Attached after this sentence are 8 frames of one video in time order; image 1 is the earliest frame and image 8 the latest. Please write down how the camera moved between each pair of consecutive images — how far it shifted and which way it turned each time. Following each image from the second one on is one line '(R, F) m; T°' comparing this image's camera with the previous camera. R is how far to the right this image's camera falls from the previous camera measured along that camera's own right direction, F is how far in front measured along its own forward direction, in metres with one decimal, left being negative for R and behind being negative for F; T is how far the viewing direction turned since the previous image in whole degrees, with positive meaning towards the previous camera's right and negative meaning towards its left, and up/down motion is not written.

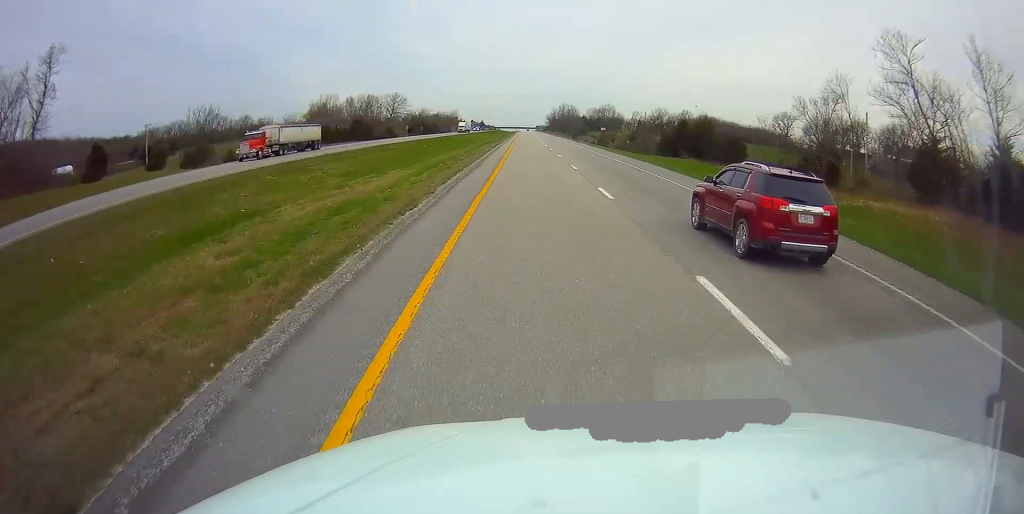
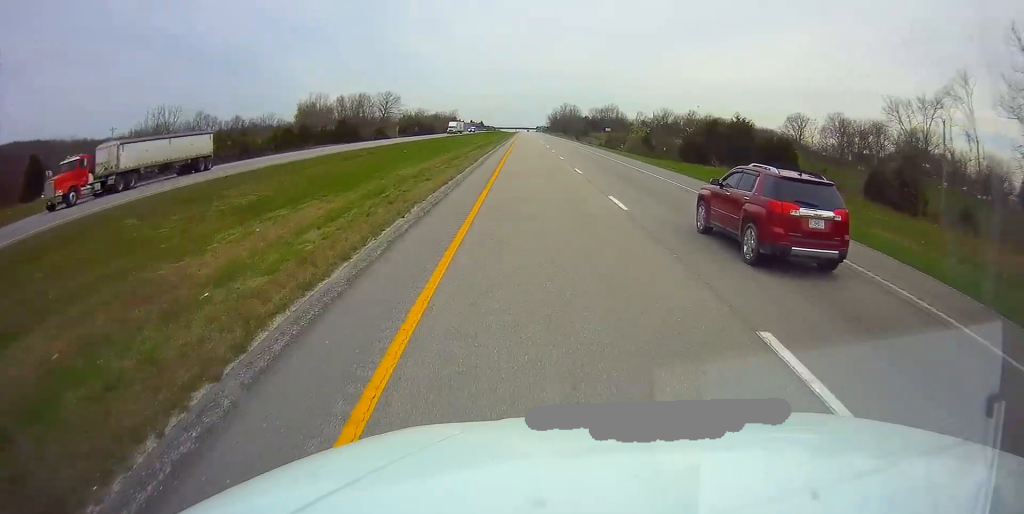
(0.0, +14.3) m; 0°
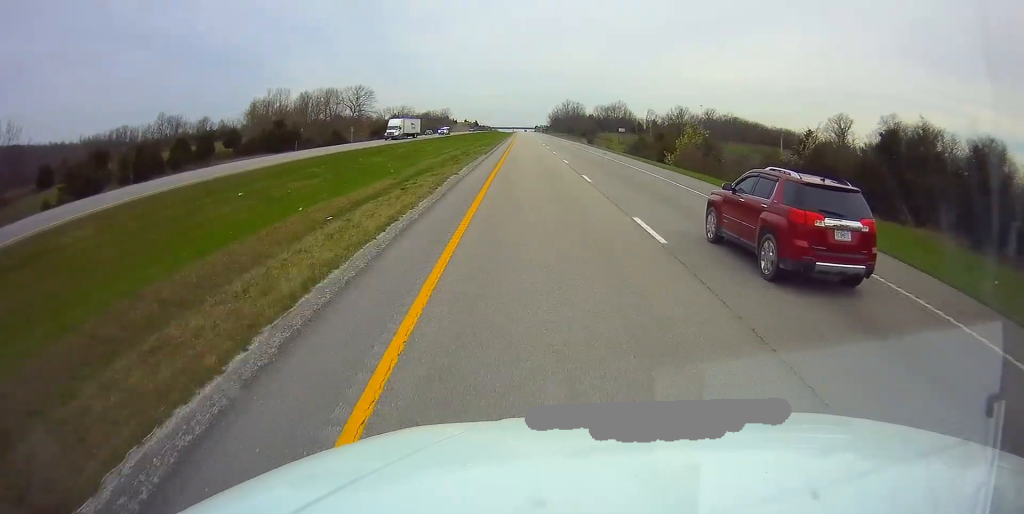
(-0.1, +41.1) m; 0°
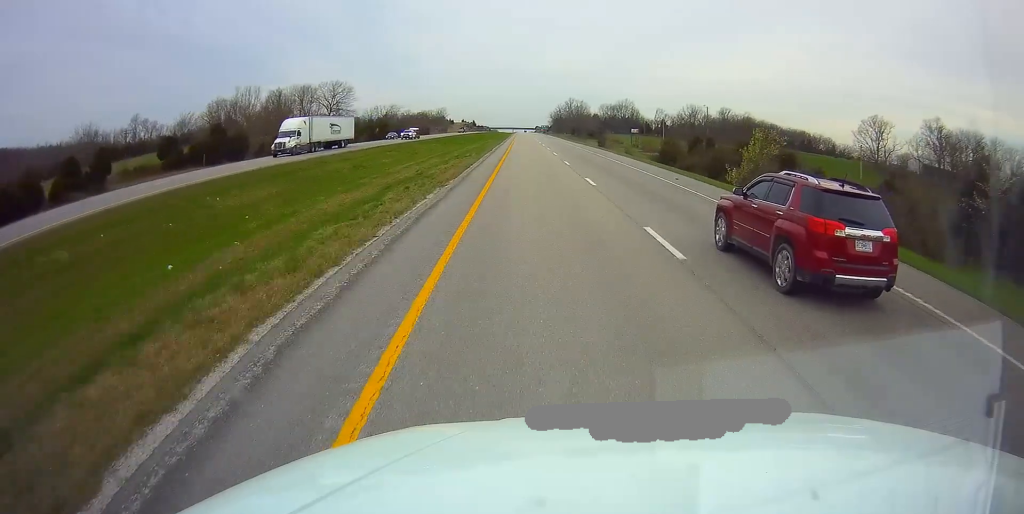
(-0.1, +25.8) m; 0°
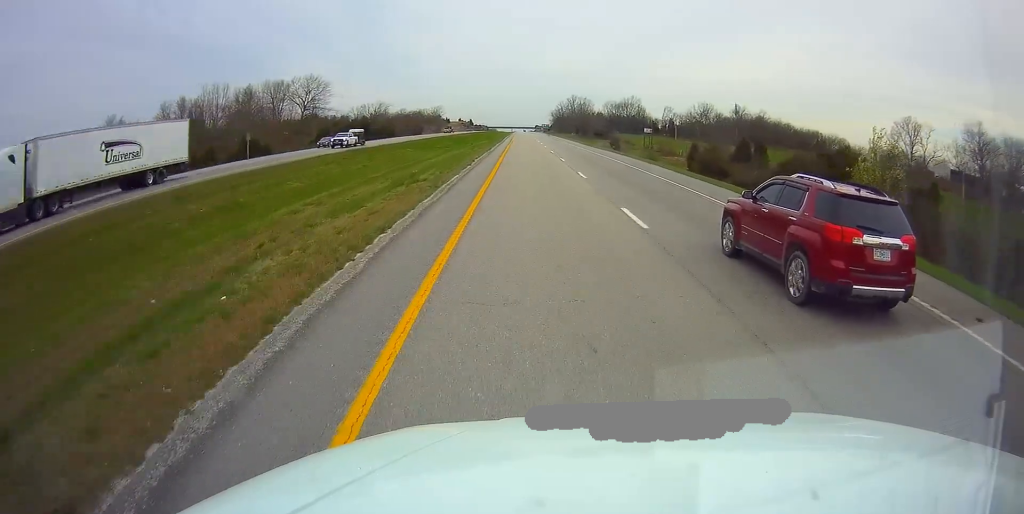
(+0.1, +21.7) m; 0°
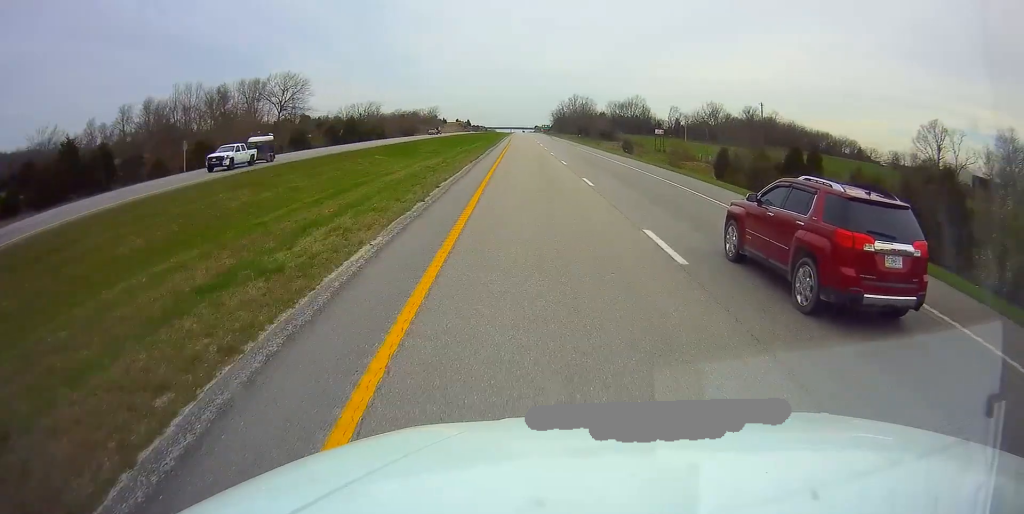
(0.0, +15.4) m; 0°
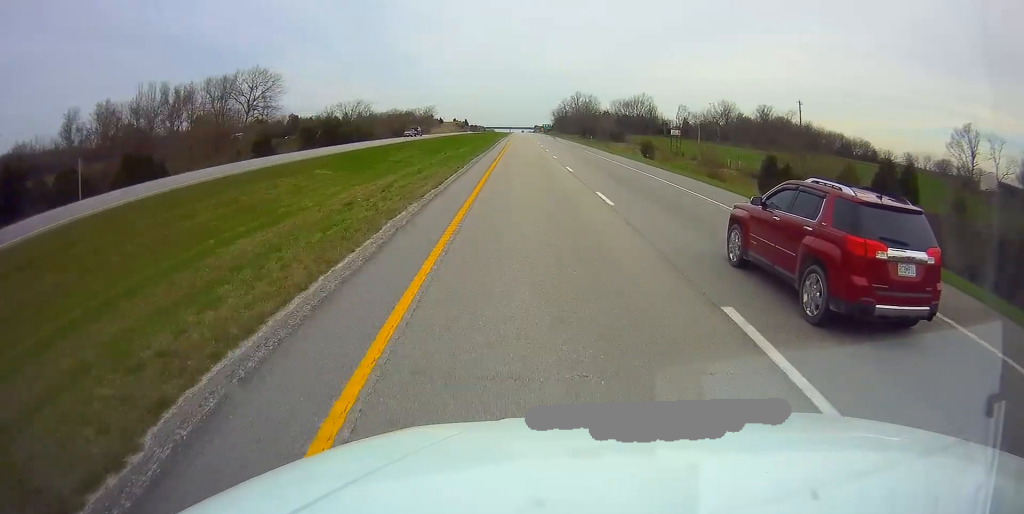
(0.0, +17.4) m; 0°
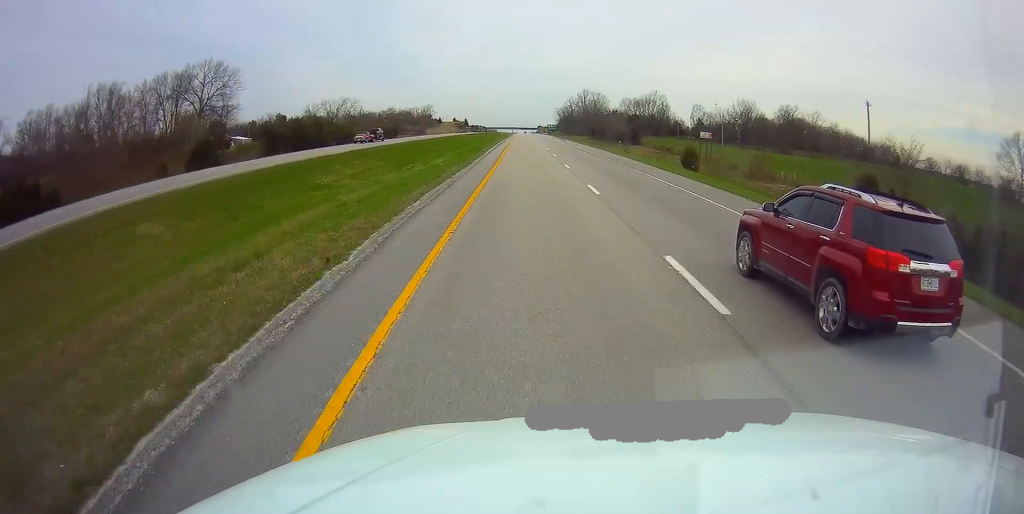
(+0.2, +21.6) m; 0°
